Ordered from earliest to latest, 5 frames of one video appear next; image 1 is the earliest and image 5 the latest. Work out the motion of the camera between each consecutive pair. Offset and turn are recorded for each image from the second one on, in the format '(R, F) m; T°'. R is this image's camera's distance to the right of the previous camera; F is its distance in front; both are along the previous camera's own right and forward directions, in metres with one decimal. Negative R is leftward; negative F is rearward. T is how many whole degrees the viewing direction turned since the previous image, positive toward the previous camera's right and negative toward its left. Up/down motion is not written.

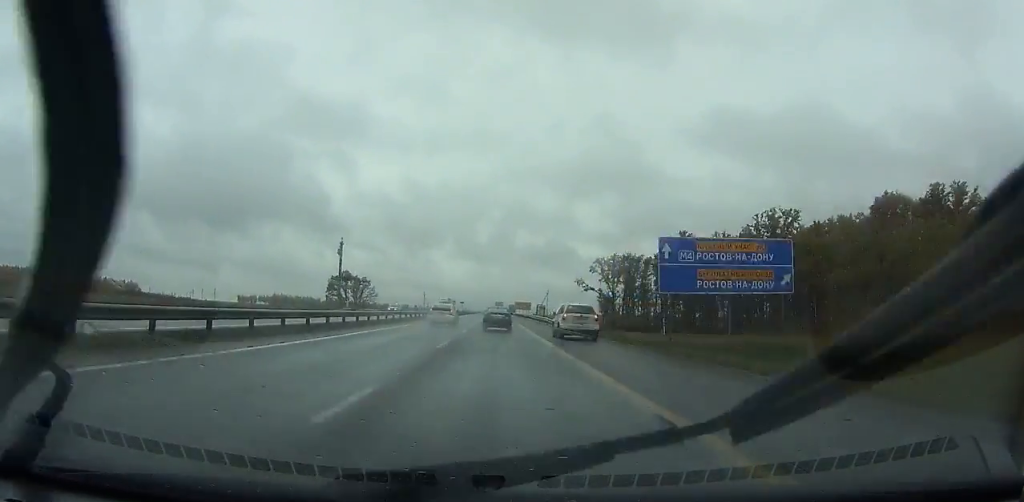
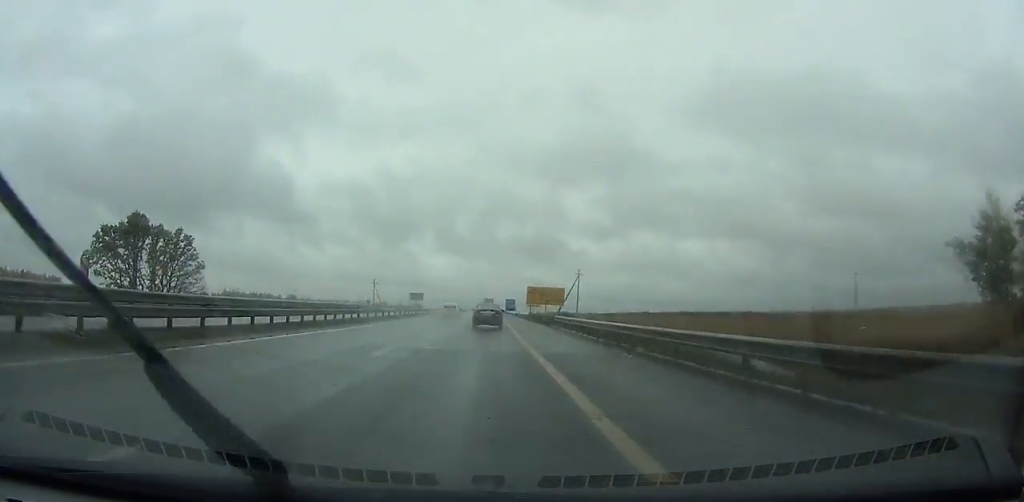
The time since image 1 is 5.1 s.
(+0.6, +134.2) m; 0°
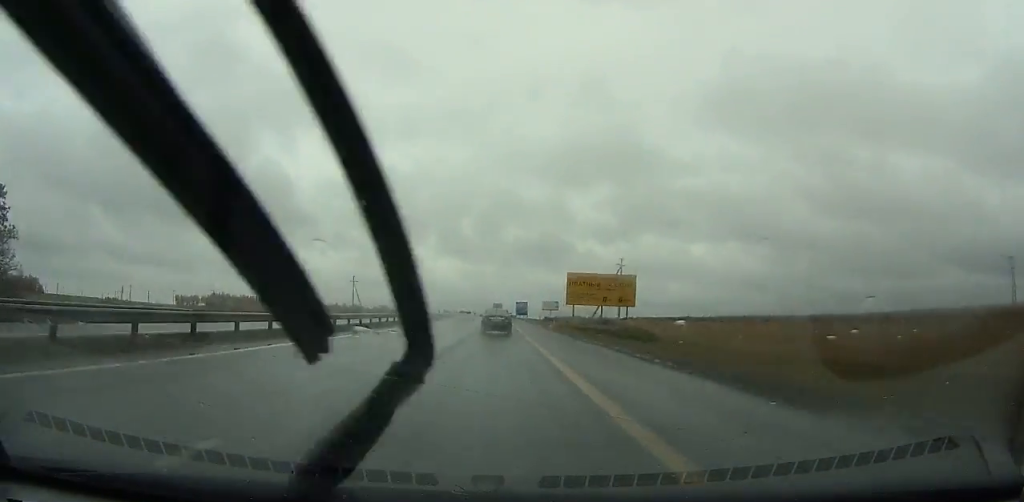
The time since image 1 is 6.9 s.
(-0.1, +46.4) m; 0°
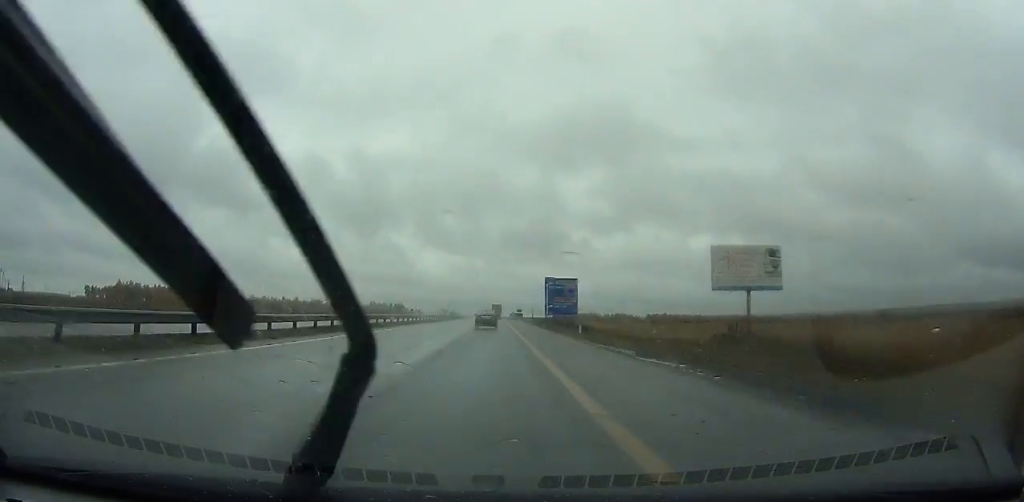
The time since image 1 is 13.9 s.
(-0.2, +174.9) m; 0°
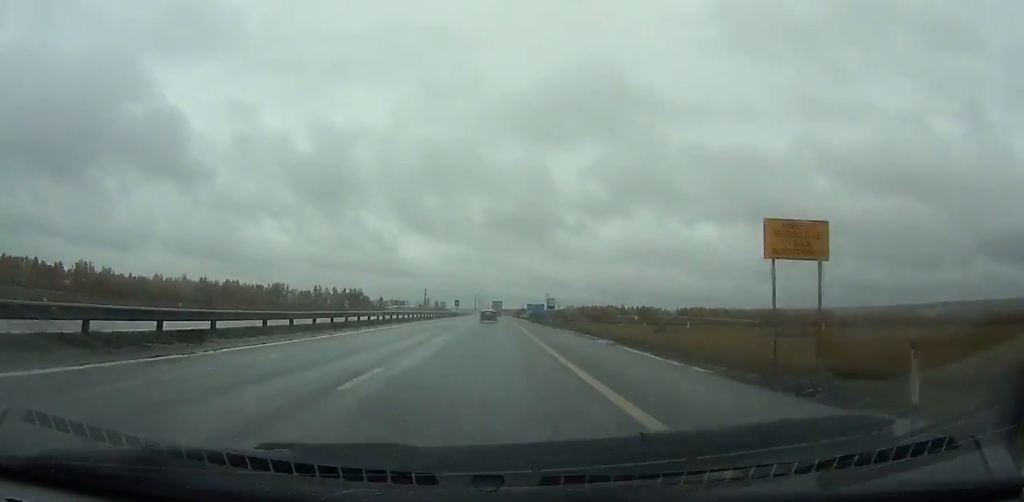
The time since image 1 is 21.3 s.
(-0.8, +181.0) m; 0°
